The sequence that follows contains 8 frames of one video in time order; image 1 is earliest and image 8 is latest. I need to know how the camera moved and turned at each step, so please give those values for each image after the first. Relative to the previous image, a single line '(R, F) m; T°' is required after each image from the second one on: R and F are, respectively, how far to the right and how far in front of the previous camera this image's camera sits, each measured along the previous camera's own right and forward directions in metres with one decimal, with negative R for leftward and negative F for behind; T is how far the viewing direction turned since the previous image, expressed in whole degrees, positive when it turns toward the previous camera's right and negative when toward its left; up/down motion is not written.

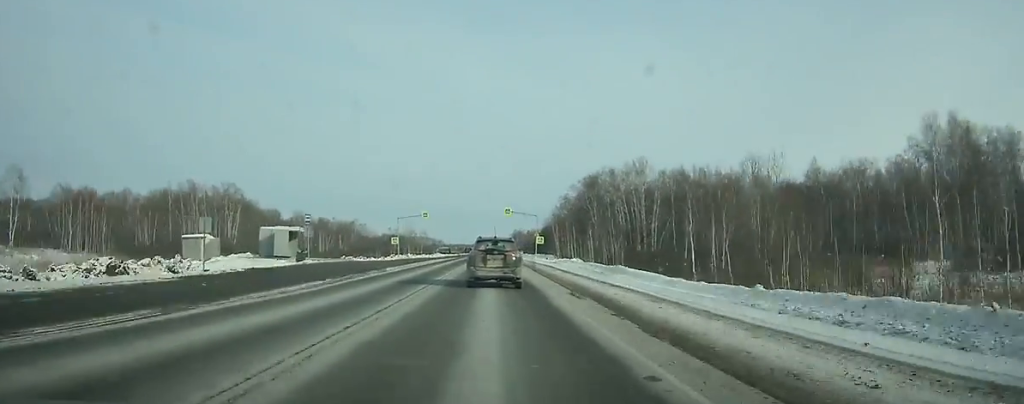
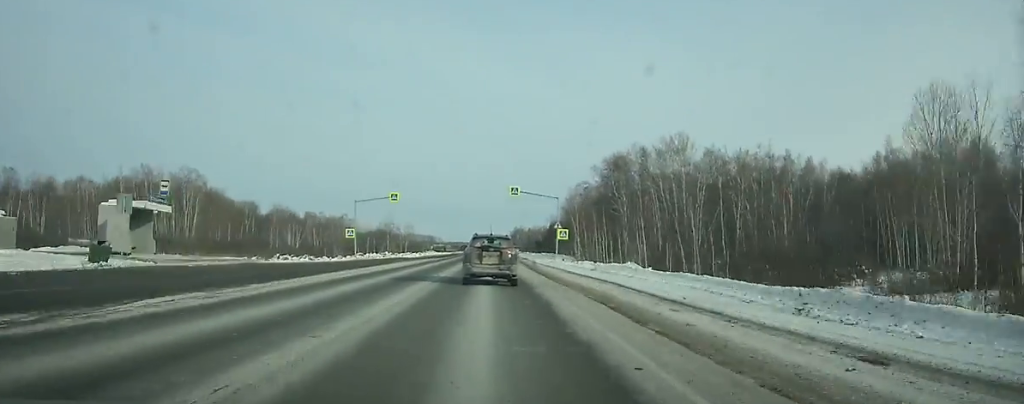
(+0.1, +28.8) m; 0°
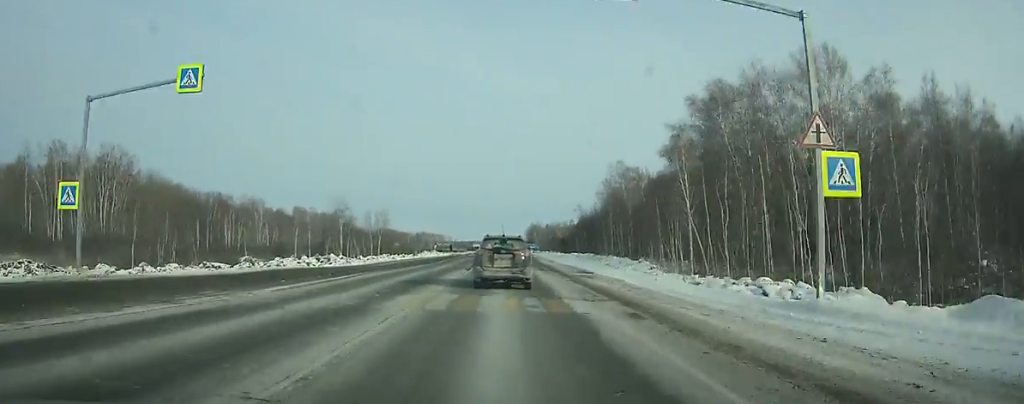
(-0.2, +45.5) m; 0°
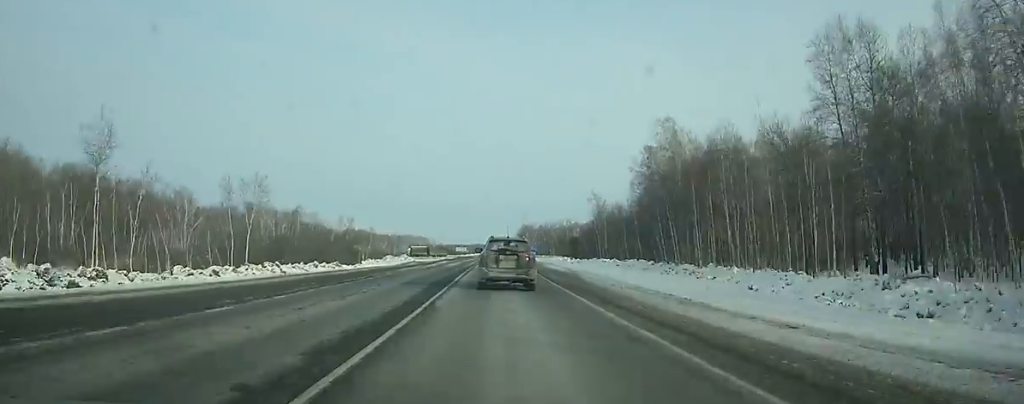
(+0.2, +48.5) m; 0°
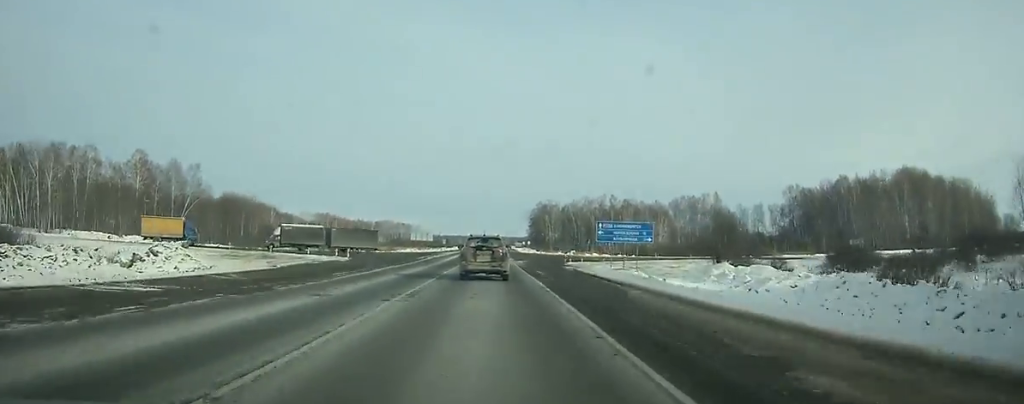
(0.0, +135.8) m; 0°
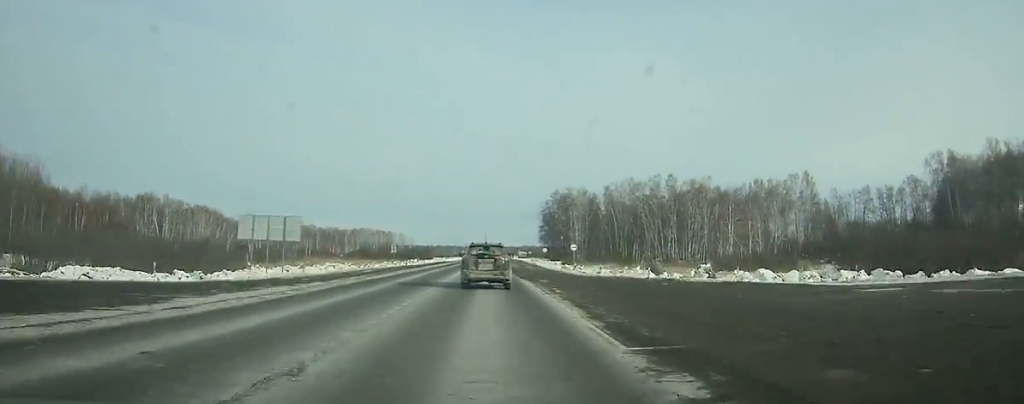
(0.0, +78.4) m; 0°
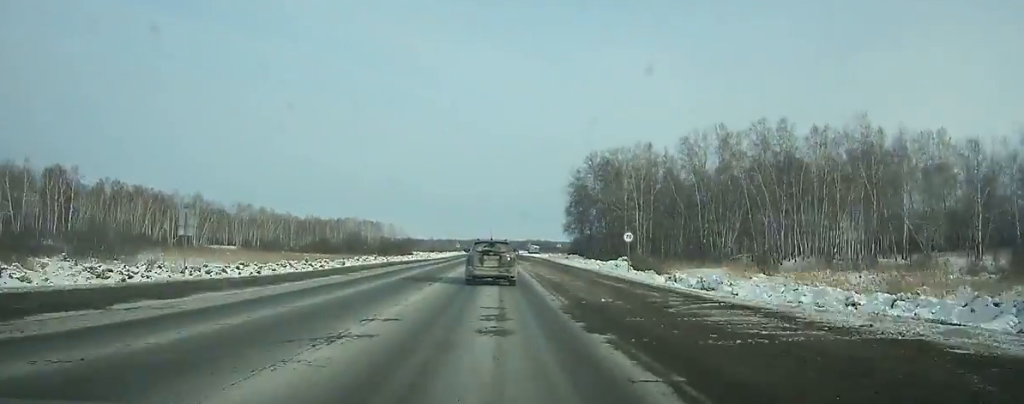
(0.0, +60.7) m; 0°
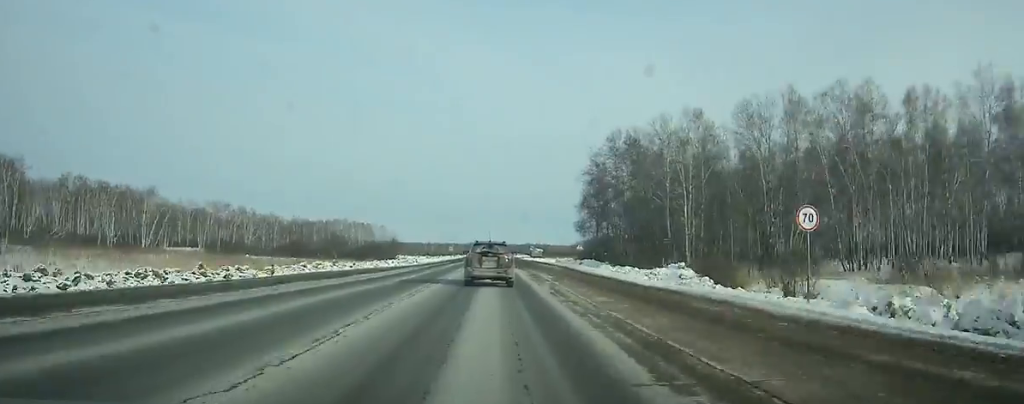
(0.0, +25.5) m; 0°
